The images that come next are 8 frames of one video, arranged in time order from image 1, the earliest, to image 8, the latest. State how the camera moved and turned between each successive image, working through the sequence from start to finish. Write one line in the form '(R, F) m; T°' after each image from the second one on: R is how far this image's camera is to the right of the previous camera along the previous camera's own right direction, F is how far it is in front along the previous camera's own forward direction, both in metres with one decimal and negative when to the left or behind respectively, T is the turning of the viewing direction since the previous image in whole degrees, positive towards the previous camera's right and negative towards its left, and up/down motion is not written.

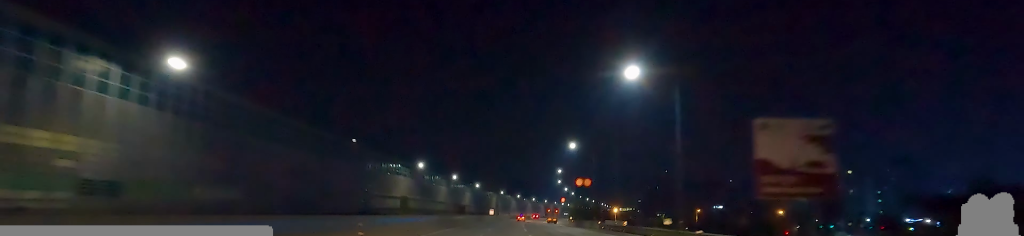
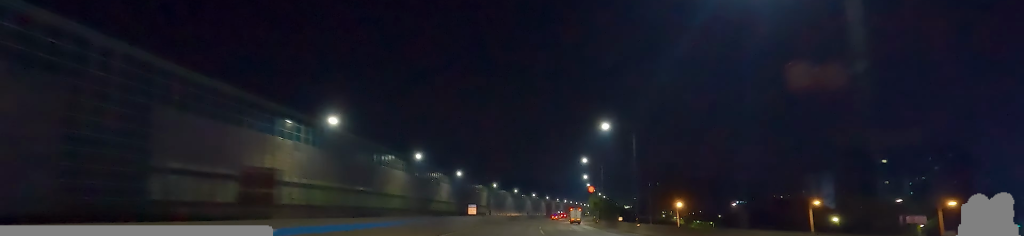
(+0.1, +62.2) m; 0°
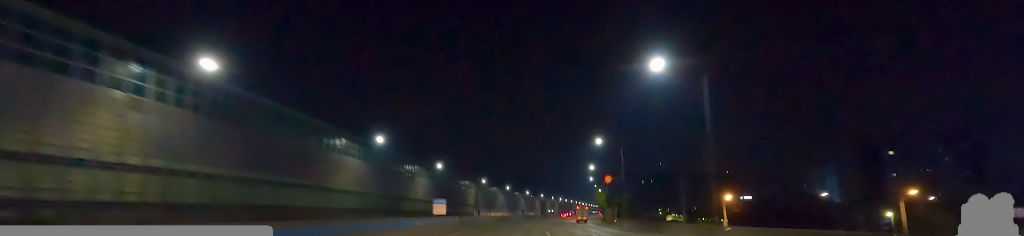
(0.0, +25.5) m; +2°
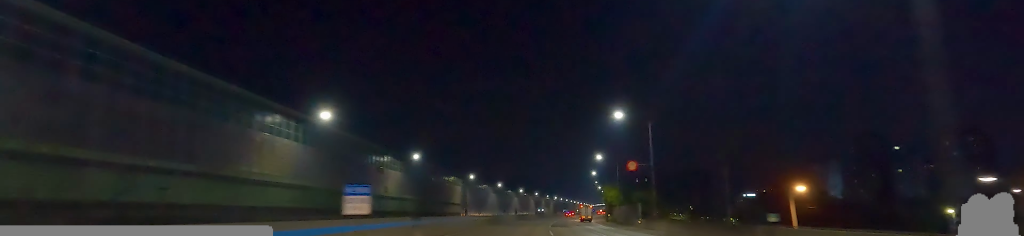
(+0.6, +20.4) m; +2°
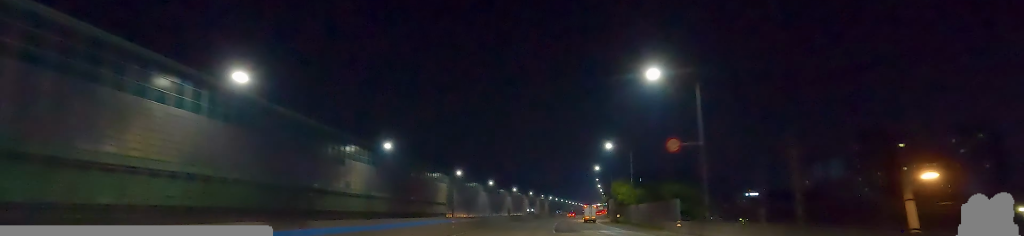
(+0.6, +17.5) m; +2°
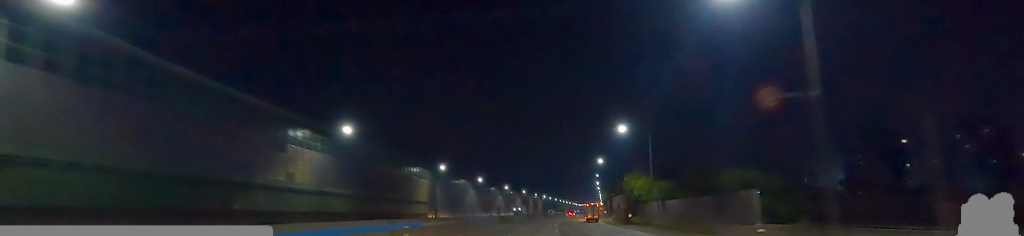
(0.0, +16.5) m; 0°
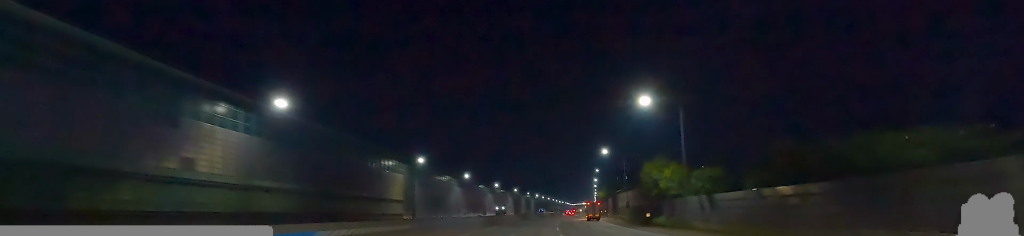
(0.0, +16.6) m; 0°
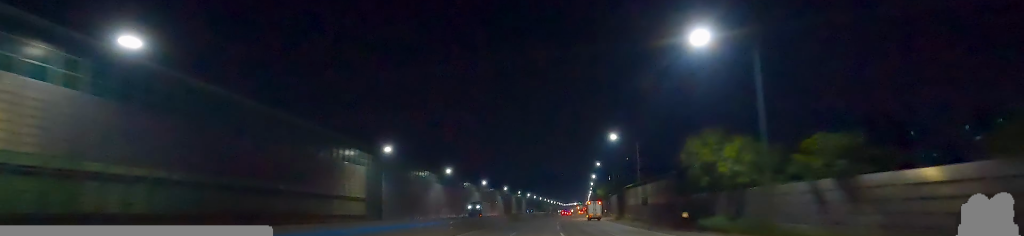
(-0.4, +18.6) m; +2°
